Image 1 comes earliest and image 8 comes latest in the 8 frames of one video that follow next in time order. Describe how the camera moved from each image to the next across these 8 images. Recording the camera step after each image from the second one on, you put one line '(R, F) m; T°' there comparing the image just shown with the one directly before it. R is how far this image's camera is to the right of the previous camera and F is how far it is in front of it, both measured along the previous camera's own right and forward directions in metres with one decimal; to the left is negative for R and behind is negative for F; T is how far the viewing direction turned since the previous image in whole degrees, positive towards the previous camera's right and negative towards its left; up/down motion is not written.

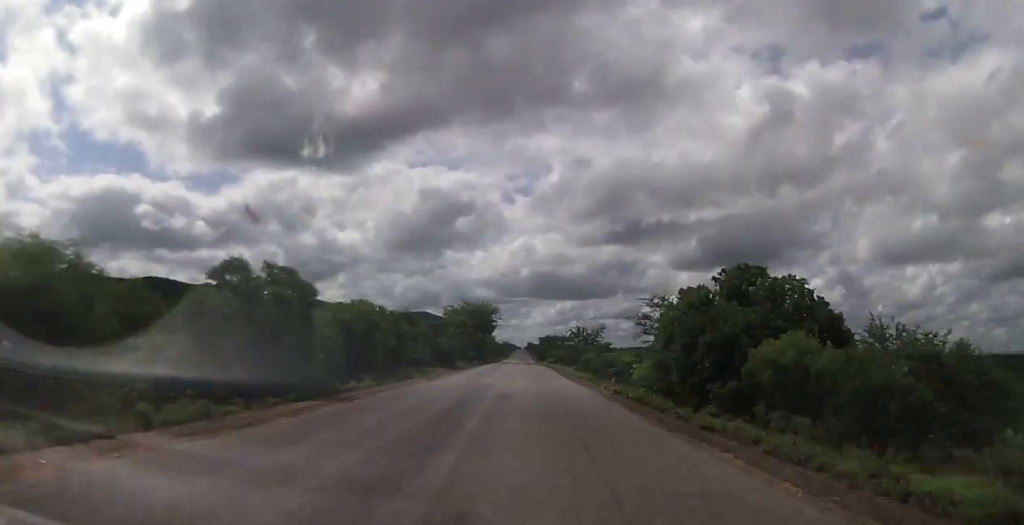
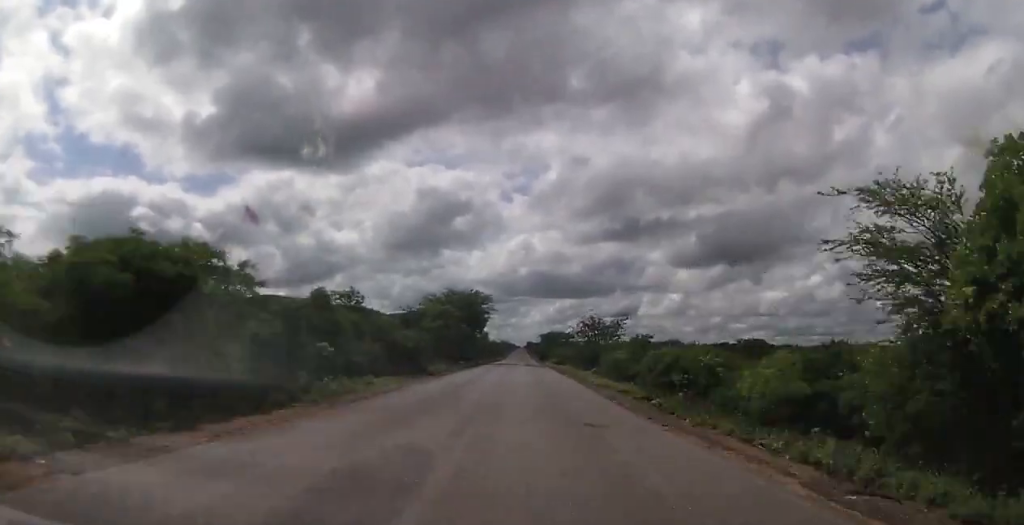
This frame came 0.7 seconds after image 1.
(+0.2, +20.3) m; 0°
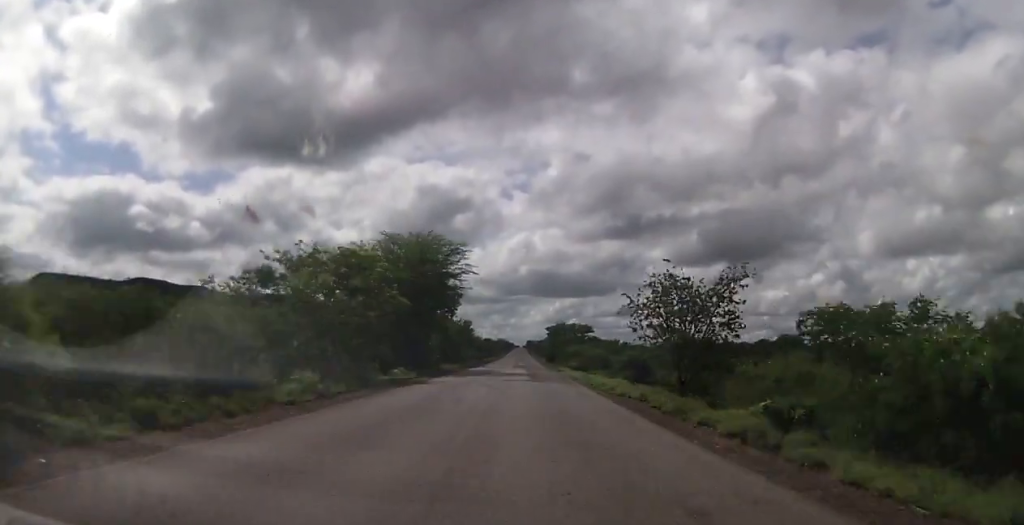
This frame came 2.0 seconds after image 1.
(-0.5, +37.8) m; -1°
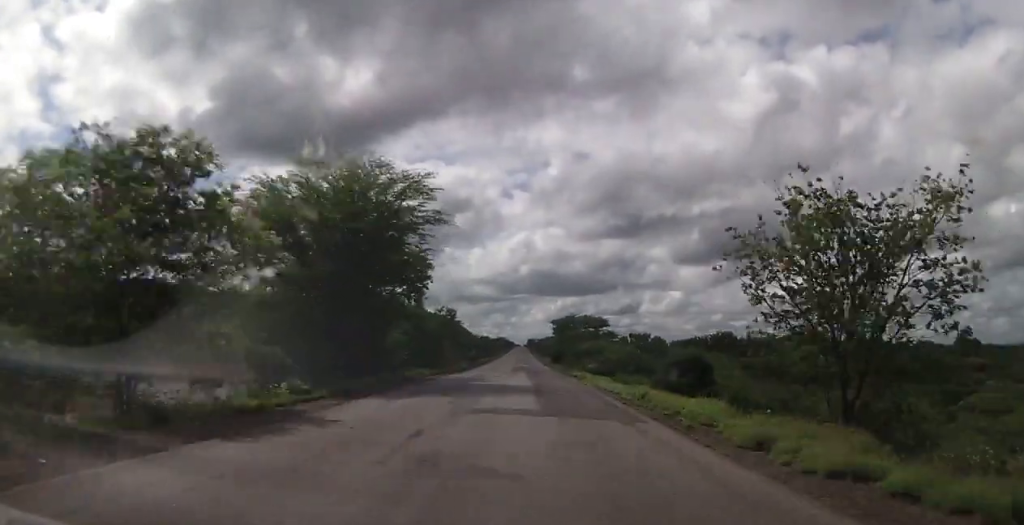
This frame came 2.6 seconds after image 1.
(-0.3, +17.4) m; 0°
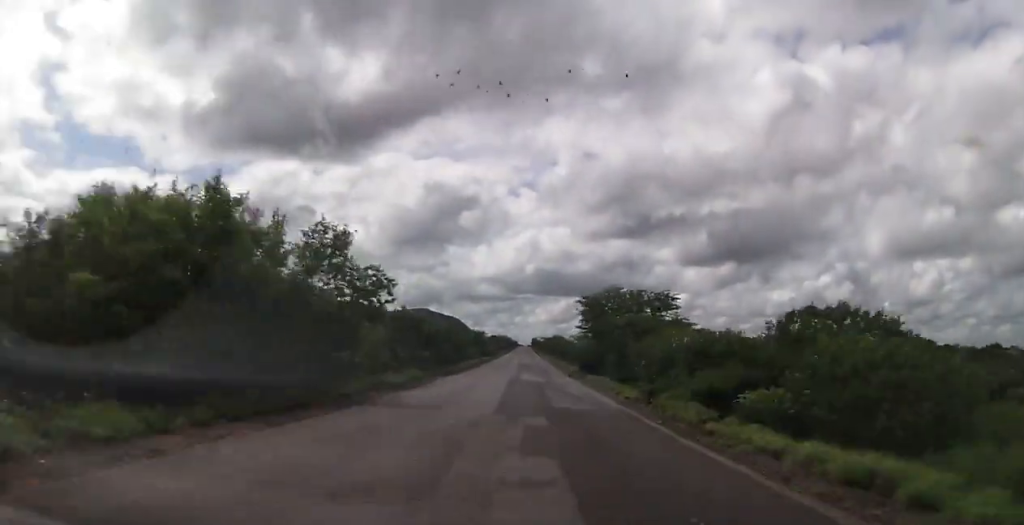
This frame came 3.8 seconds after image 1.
(+0.8, +36.1) m; +1°
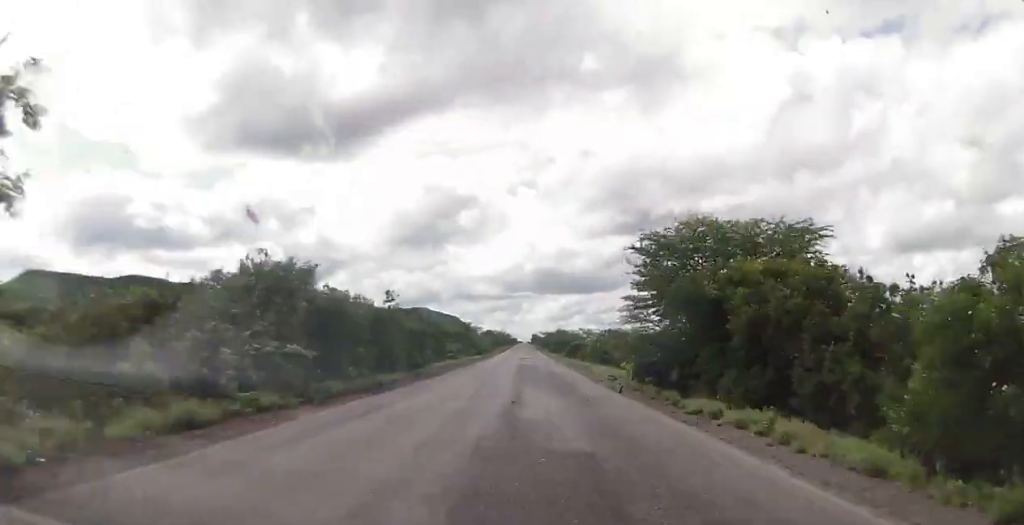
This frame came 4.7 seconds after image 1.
(0.0, +24.5) m; -1°
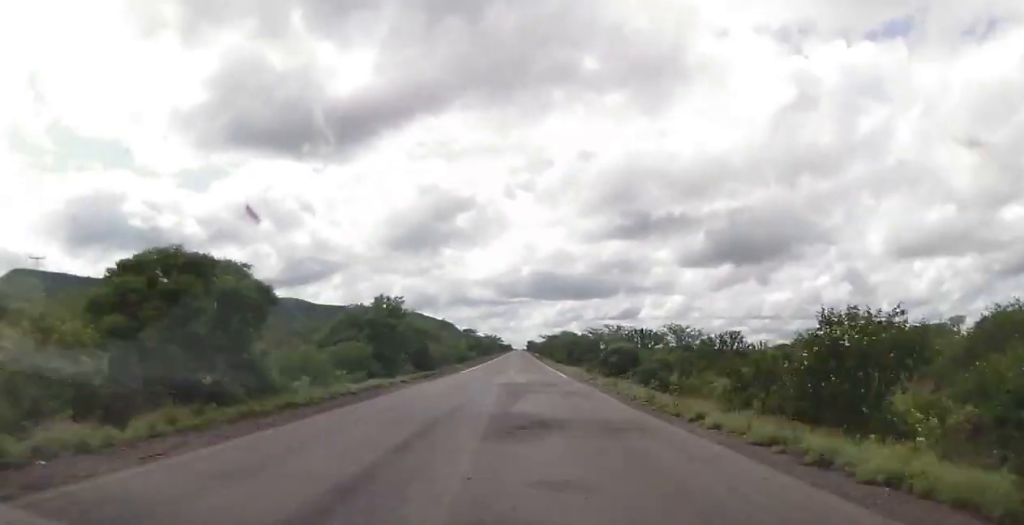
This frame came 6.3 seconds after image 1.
(-0.6, +48.2) m; 0°
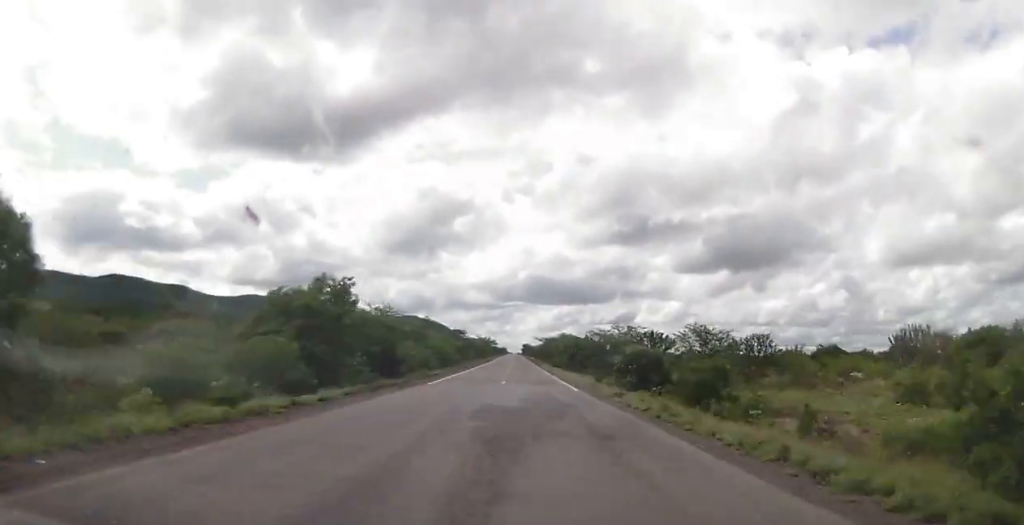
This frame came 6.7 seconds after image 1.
(+0.1, +11.9) m; 0°
